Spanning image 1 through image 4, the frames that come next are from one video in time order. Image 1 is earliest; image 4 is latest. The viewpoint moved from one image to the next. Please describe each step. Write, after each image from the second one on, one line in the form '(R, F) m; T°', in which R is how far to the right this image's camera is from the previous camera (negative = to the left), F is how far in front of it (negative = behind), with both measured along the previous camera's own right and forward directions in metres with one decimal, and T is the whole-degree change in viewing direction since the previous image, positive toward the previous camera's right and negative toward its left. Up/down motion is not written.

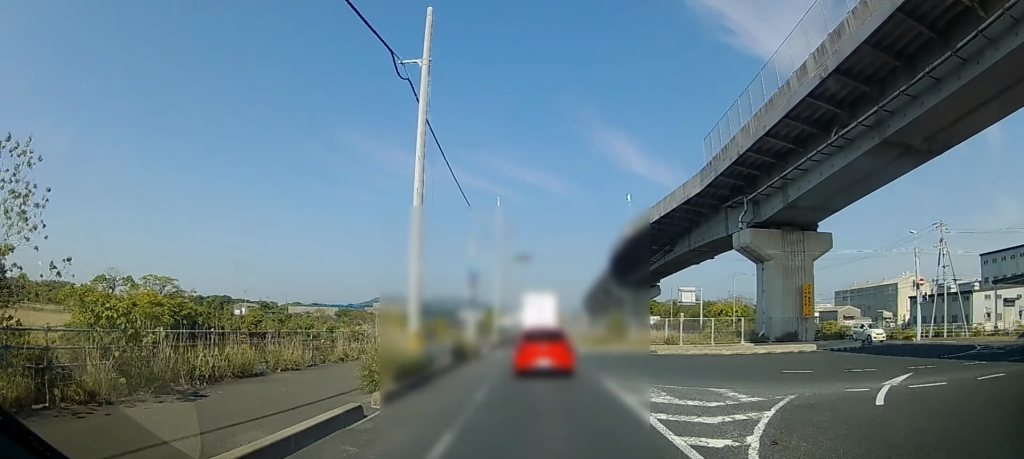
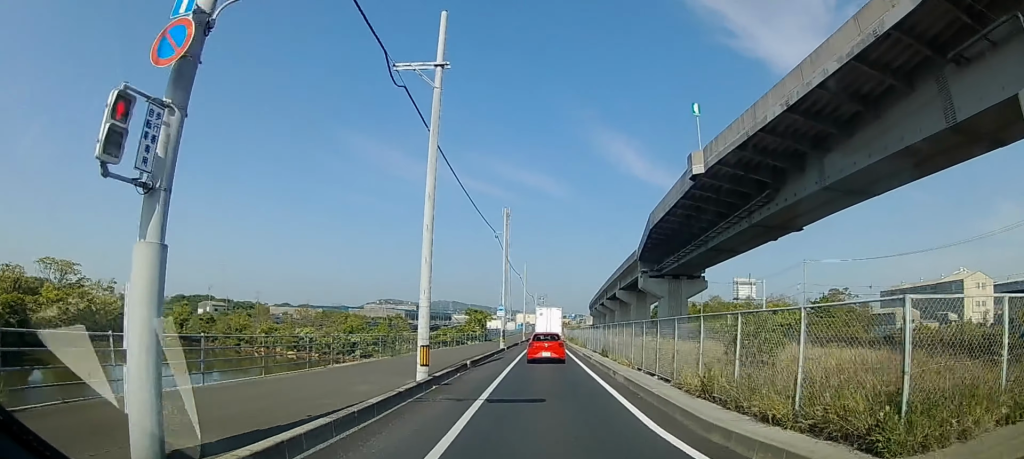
(+1.1, +27.6) m; +1°
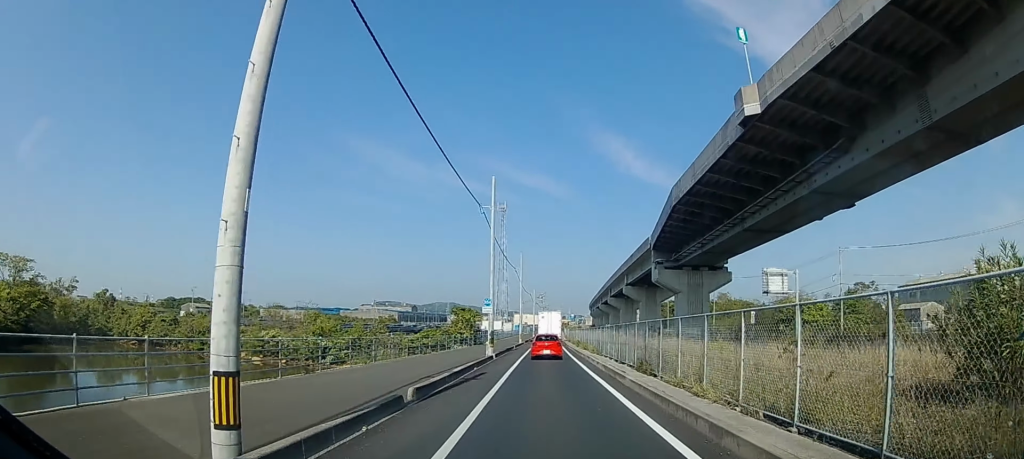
(-0.1, +10.2) m; +1°
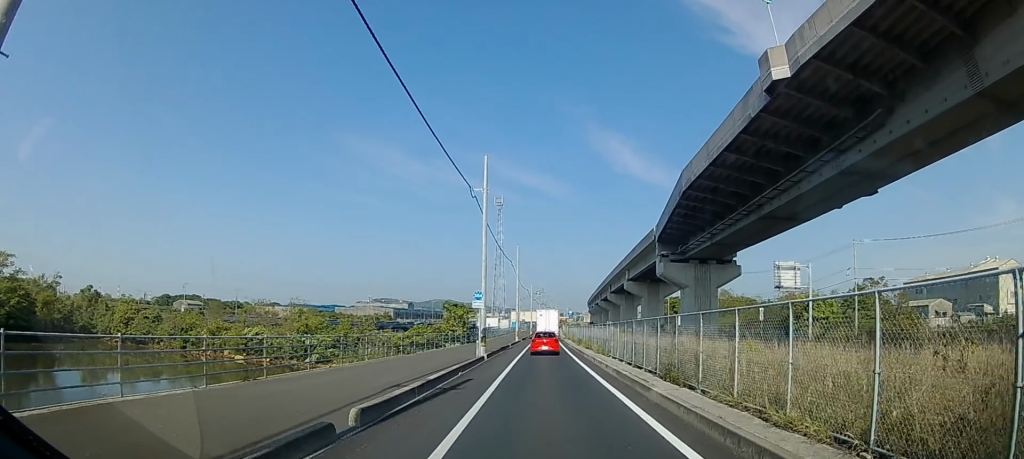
(-0.1, +3.7) m; +2°
